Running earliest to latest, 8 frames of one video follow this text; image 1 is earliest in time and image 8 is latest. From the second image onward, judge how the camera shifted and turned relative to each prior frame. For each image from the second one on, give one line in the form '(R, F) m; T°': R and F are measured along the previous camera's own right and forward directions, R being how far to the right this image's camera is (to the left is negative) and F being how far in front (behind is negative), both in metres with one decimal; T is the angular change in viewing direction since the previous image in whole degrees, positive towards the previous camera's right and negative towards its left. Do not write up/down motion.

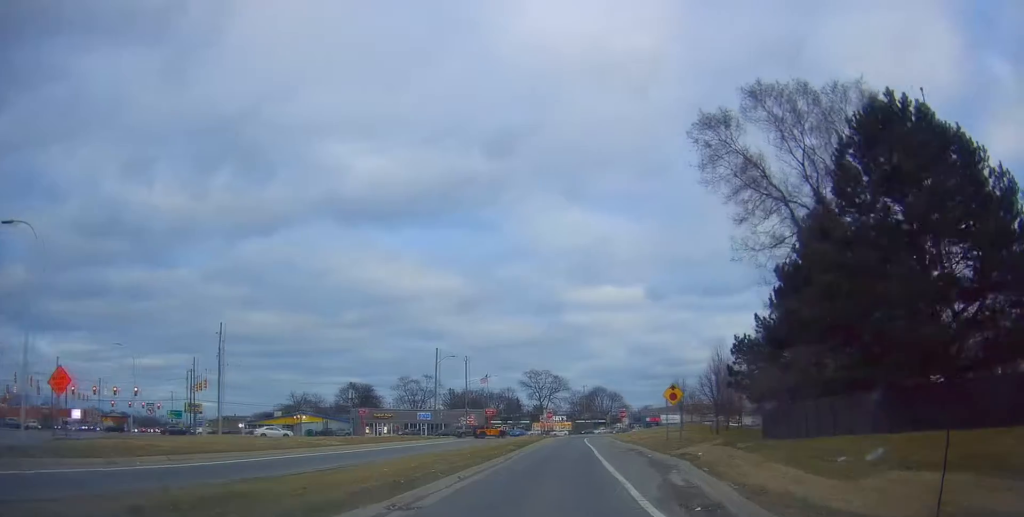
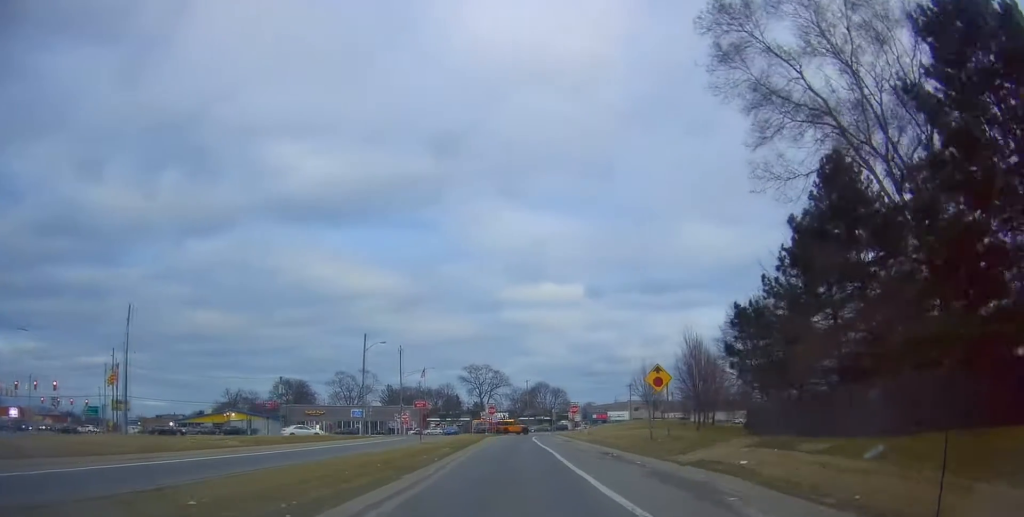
(-0.1, +7.7) m; +3°
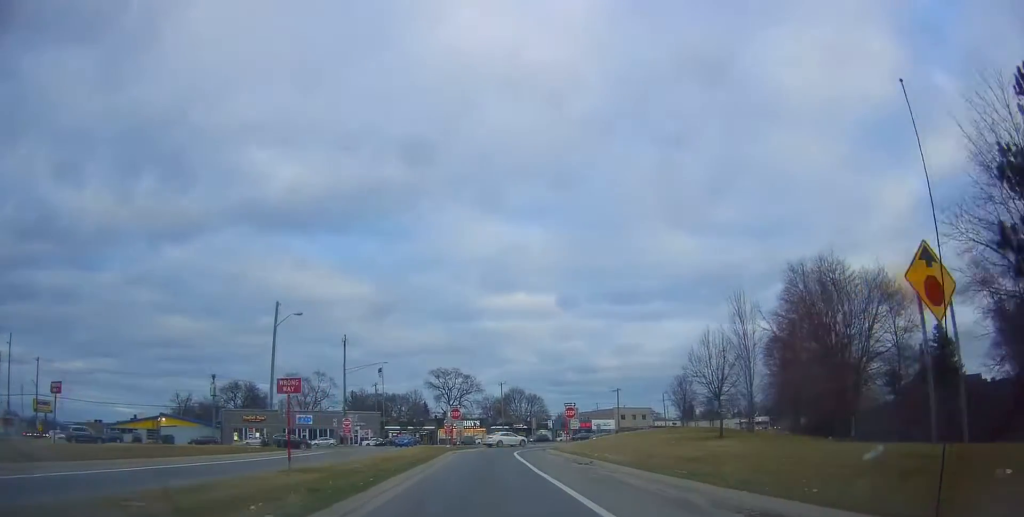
(+2.0, +17.4) m; +10°
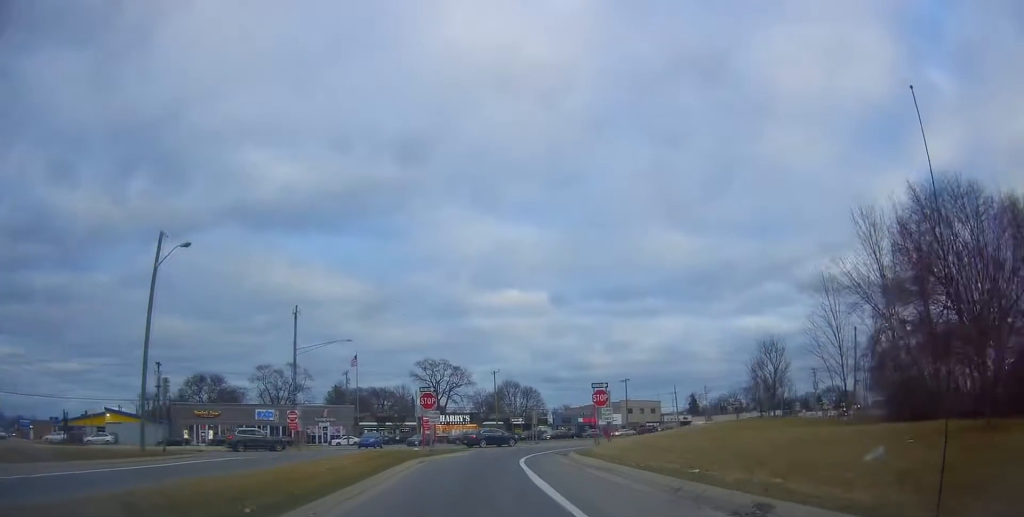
(+0.3, +15.4) m; 0°
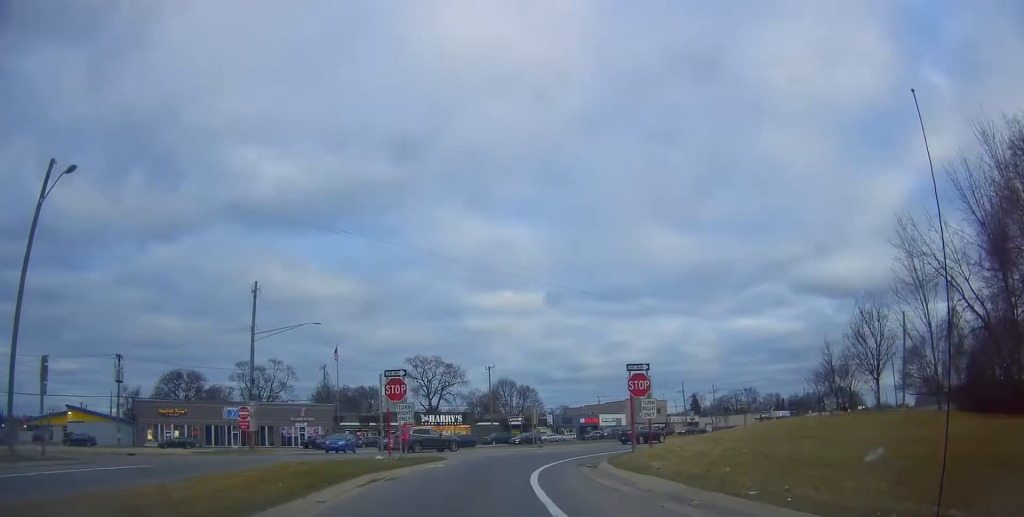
(-0.2, +9.3) m; -1°
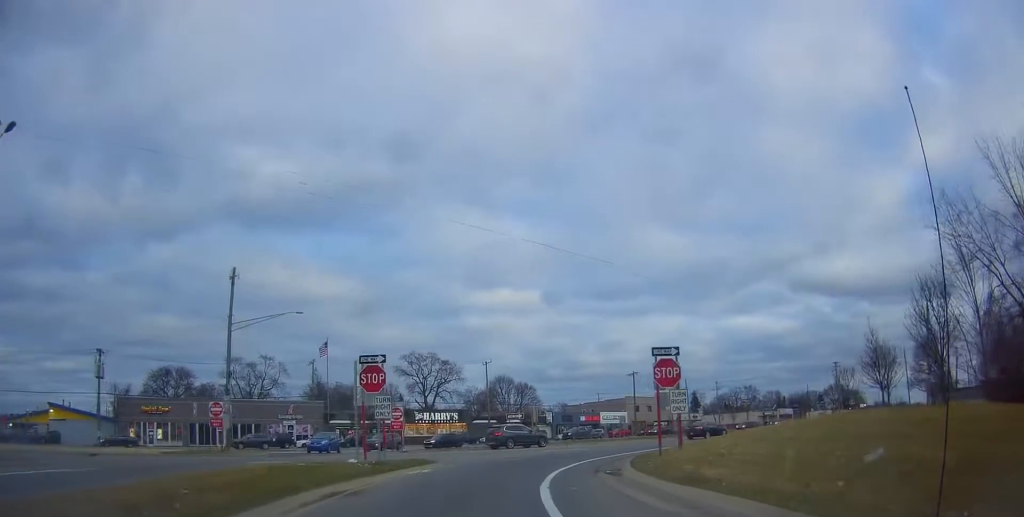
(0.0, +4.0) m; 0°
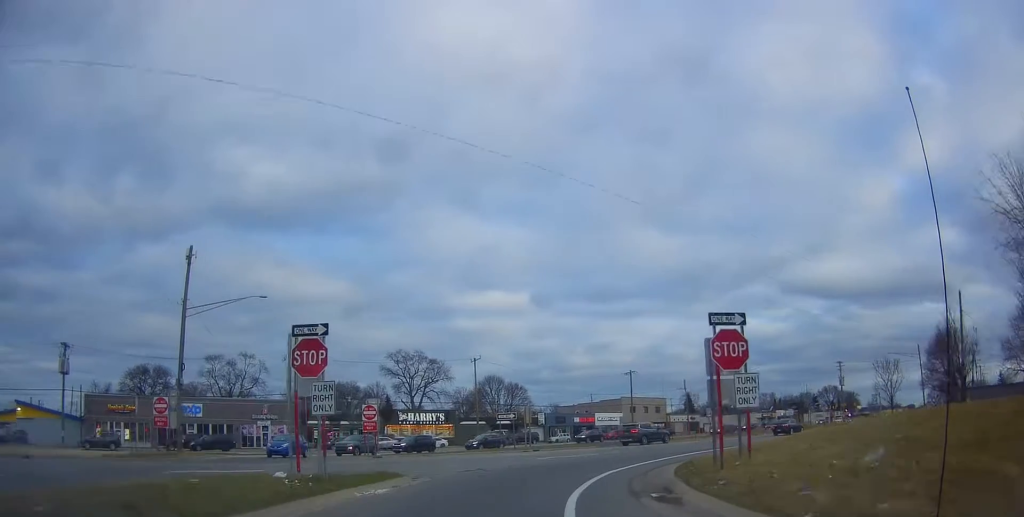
(0.0, +6.5) m; 0°
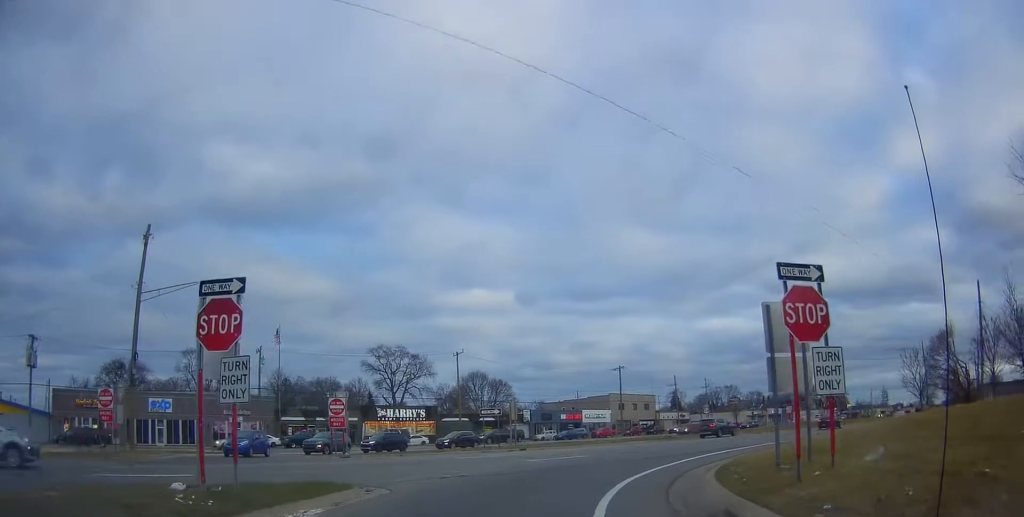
(0.0, +4.8) m; +1°
